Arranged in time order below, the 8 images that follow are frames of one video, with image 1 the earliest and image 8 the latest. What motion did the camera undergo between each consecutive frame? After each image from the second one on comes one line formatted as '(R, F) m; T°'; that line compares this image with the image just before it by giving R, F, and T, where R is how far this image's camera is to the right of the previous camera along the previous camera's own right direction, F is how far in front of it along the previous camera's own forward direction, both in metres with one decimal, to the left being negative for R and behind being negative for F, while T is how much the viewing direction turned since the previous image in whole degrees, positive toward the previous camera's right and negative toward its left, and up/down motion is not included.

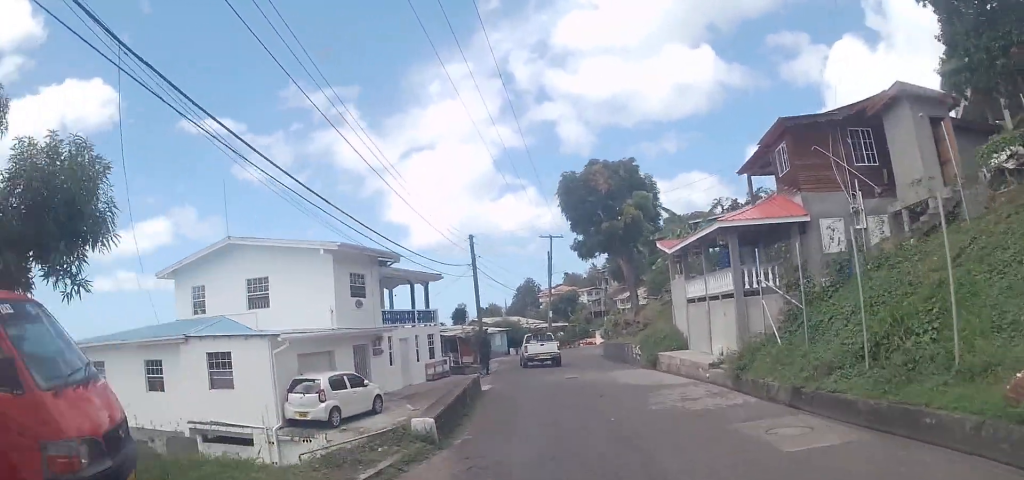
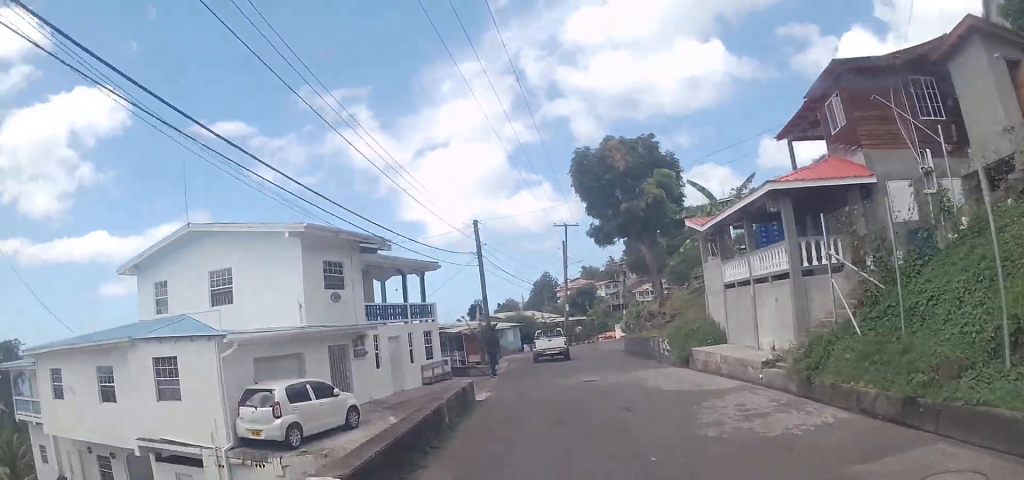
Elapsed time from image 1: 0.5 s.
(-0.5, +3.5) m; 0°
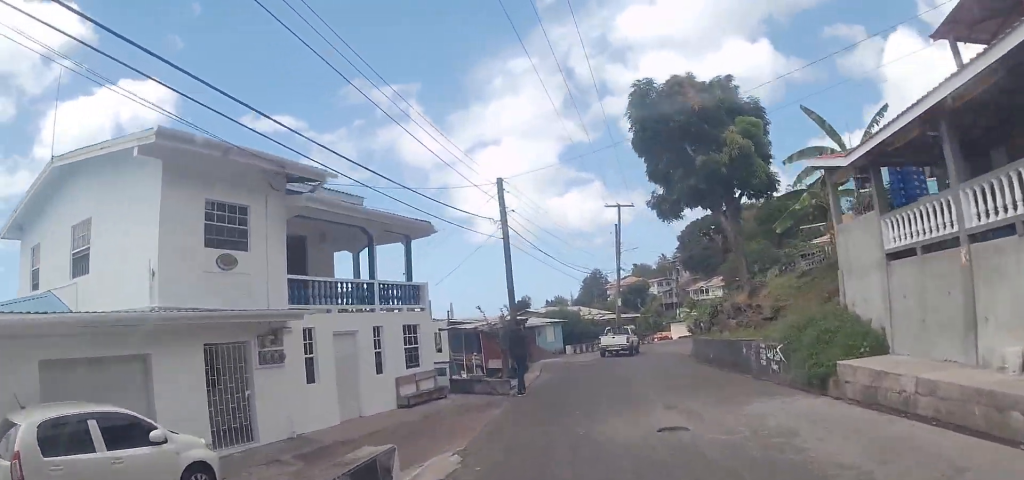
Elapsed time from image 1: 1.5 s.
(+0.5, +8.1) m; +2°
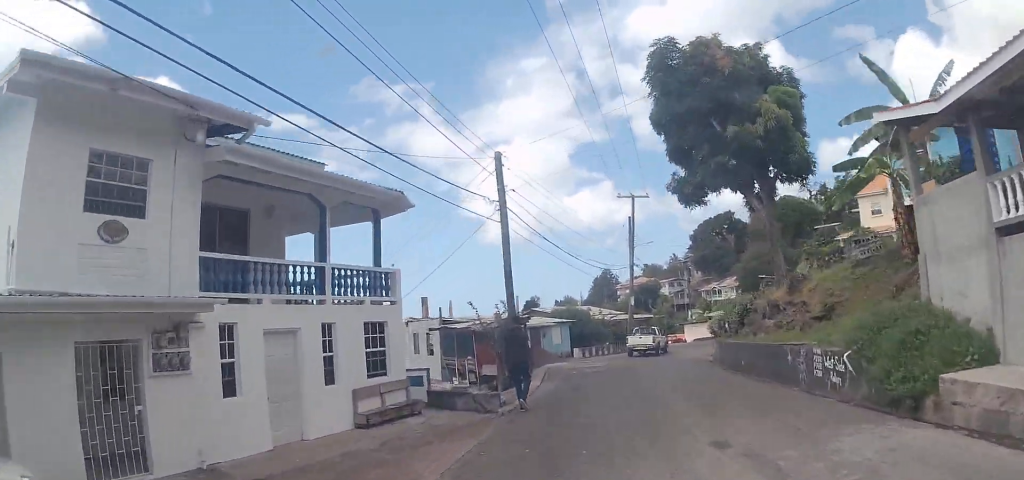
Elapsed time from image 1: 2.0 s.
(+0.1, +3.4) m; 0°
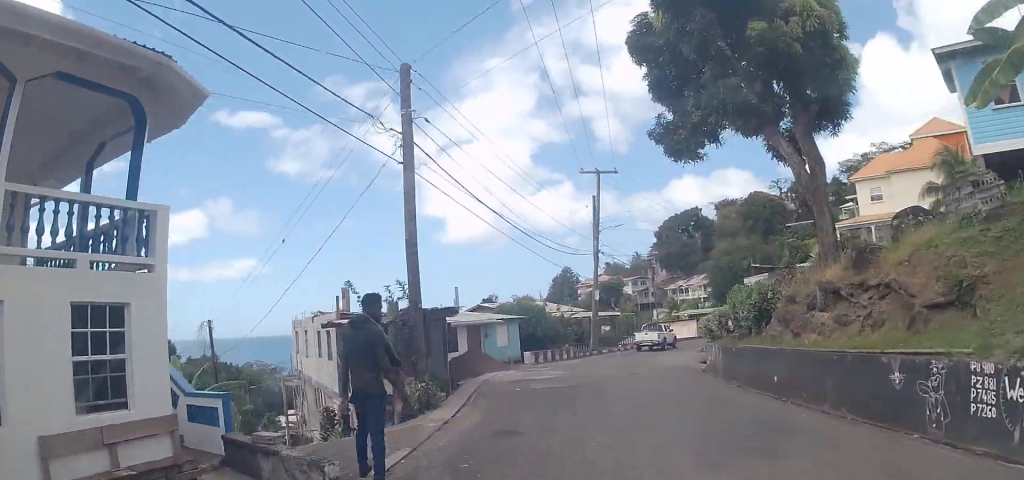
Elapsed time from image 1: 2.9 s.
(-0.5, +7.2) m; -5°
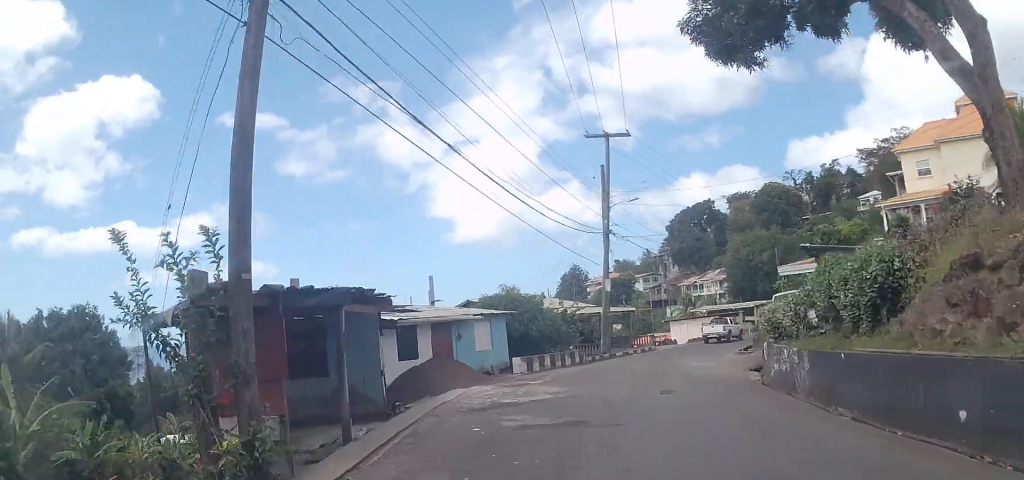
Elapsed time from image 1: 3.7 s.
(-0.1, +7.0) m; 0°
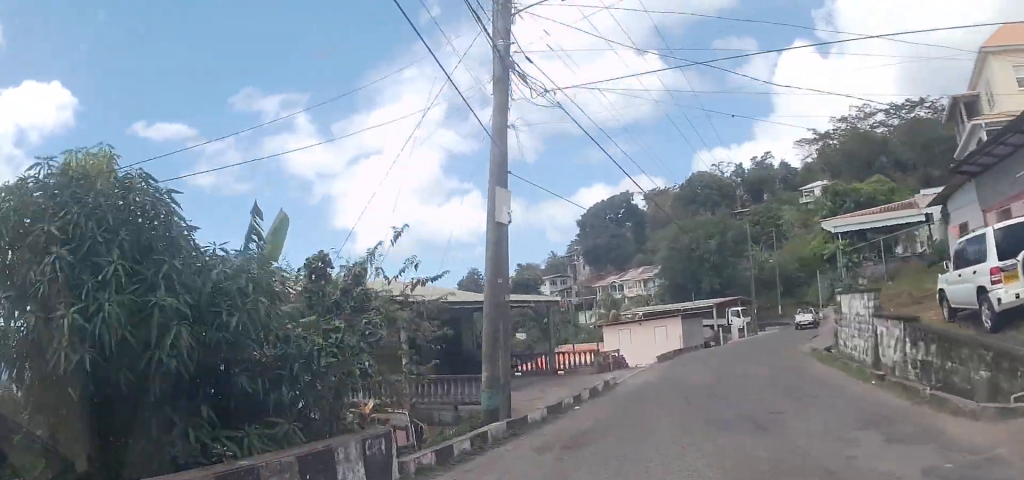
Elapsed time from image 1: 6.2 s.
(+0.3, +19.9) m; +7°
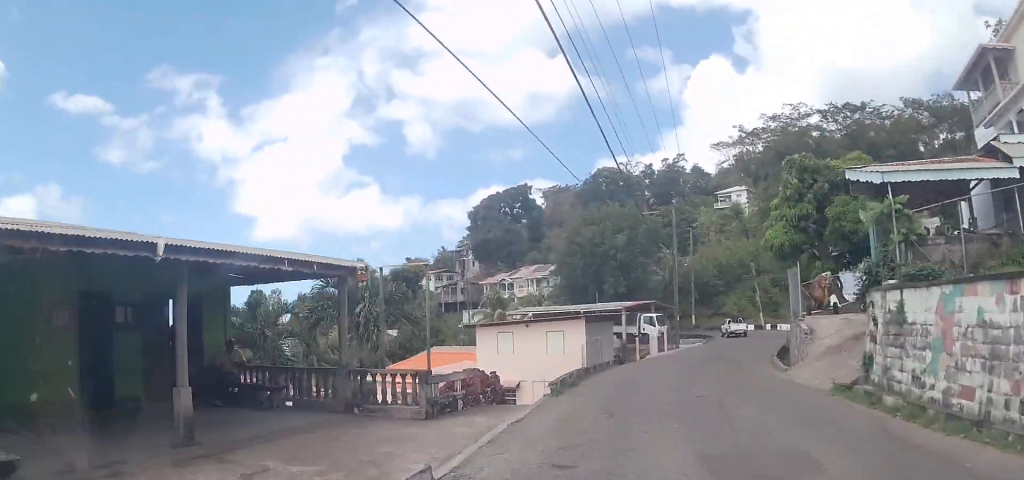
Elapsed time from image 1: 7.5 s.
(+0.8, +10.4) m; +10°
